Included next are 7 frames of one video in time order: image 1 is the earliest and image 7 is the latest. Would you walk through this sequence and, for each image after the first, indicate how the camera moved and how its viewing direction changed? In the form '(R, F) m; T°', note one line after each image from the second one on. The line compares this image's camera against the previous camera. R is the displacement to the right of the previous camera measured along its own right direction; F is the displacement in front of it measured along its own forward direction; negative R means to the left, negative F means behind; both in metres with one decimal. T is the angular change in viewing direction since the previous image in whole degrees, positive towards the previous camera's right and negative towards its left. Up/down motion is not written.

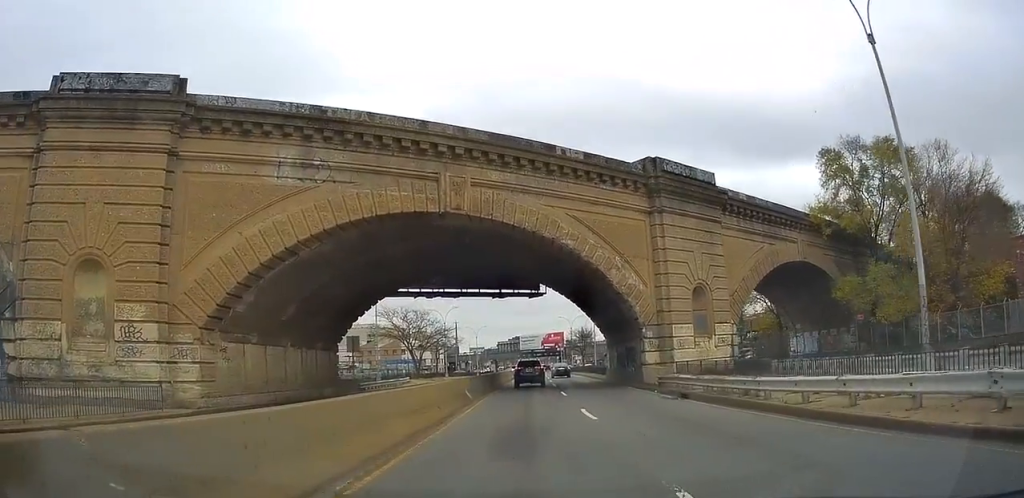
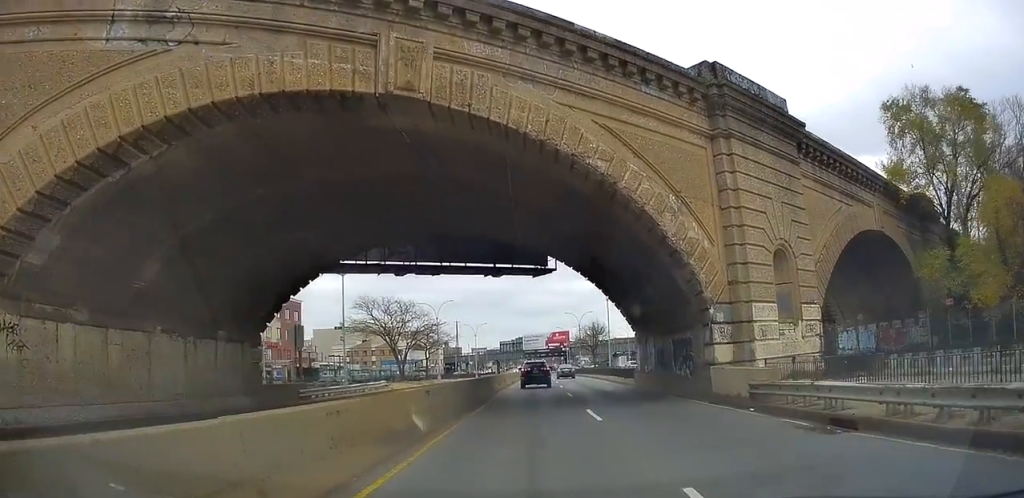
(+0.2, +10.6) m; 0°
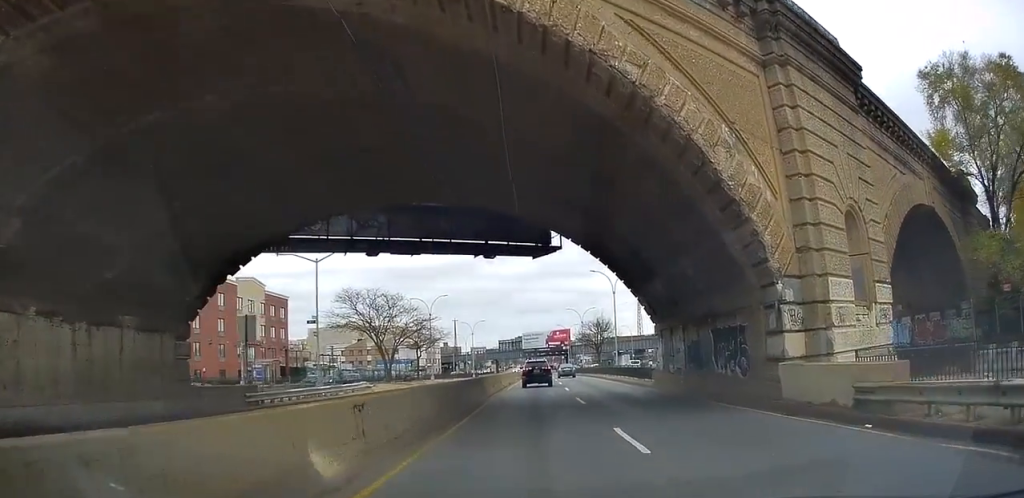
(-0.3, +5.4) m; 0°
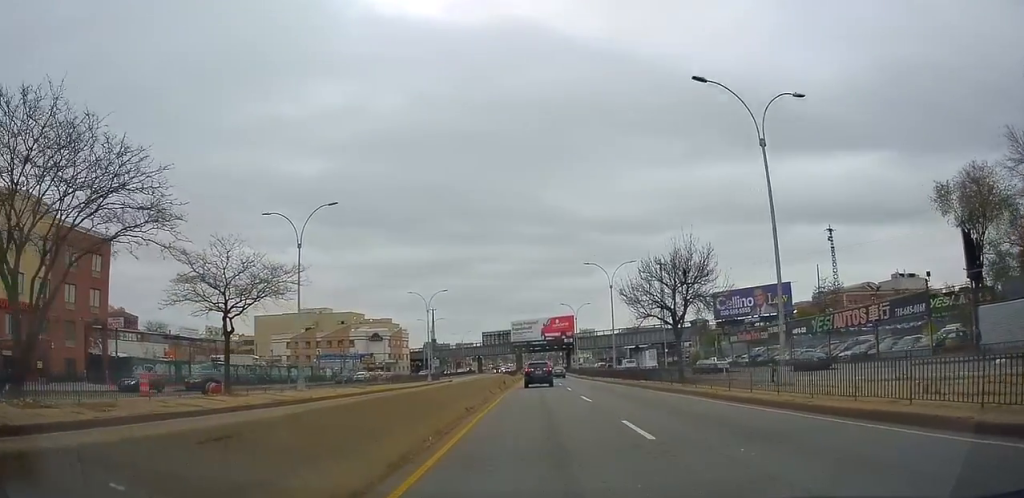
(+0.8, +40.8) m; +3°
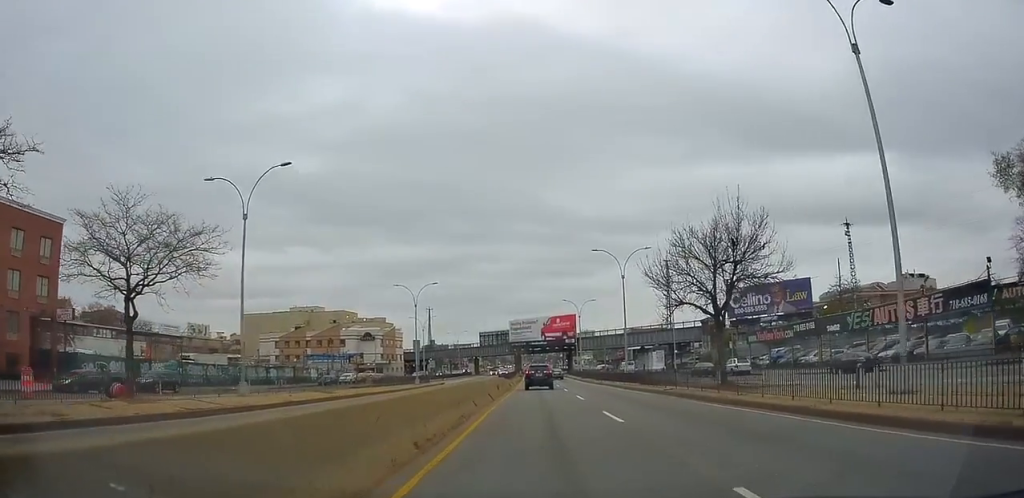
(+0.1, +6.9) m; -1°
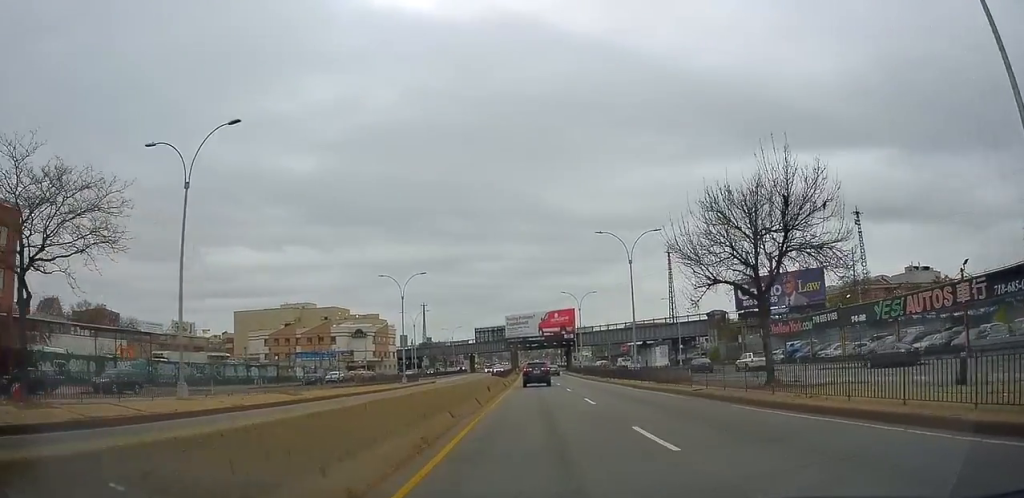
(+0.1, +4.9) m; -1°
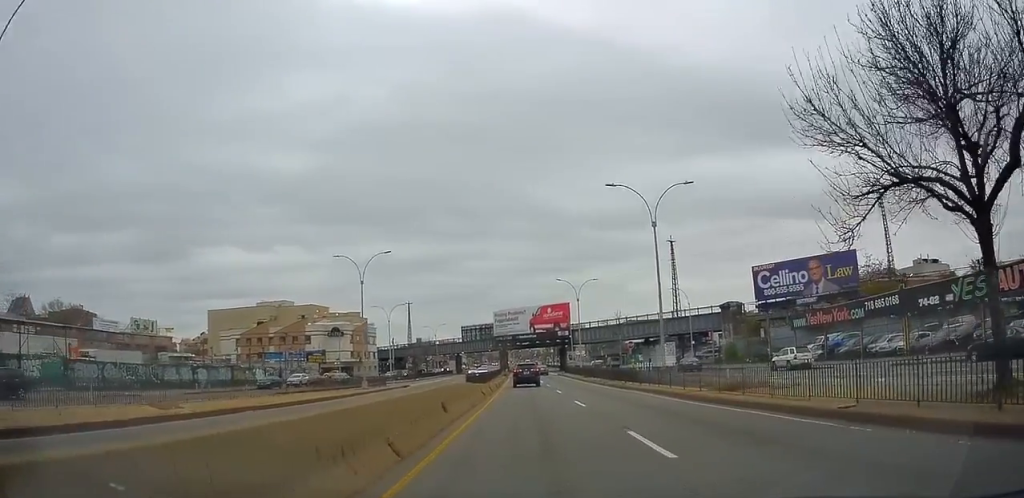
(-0.5, +10.8) m; 0°
